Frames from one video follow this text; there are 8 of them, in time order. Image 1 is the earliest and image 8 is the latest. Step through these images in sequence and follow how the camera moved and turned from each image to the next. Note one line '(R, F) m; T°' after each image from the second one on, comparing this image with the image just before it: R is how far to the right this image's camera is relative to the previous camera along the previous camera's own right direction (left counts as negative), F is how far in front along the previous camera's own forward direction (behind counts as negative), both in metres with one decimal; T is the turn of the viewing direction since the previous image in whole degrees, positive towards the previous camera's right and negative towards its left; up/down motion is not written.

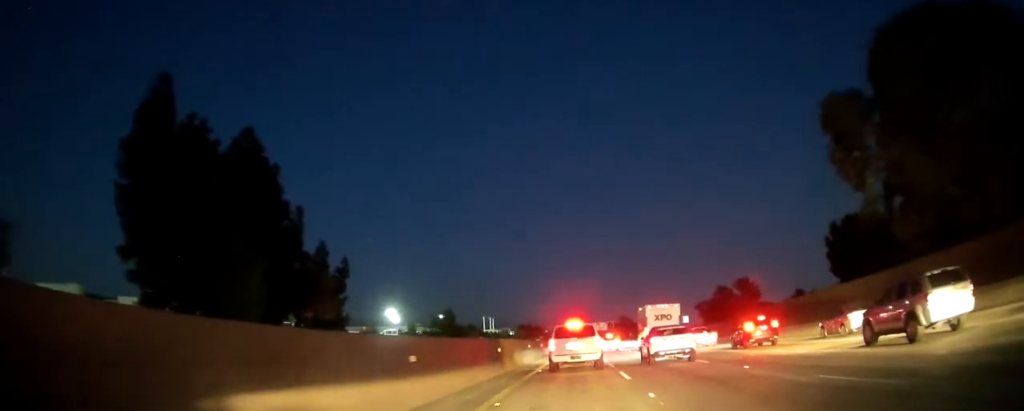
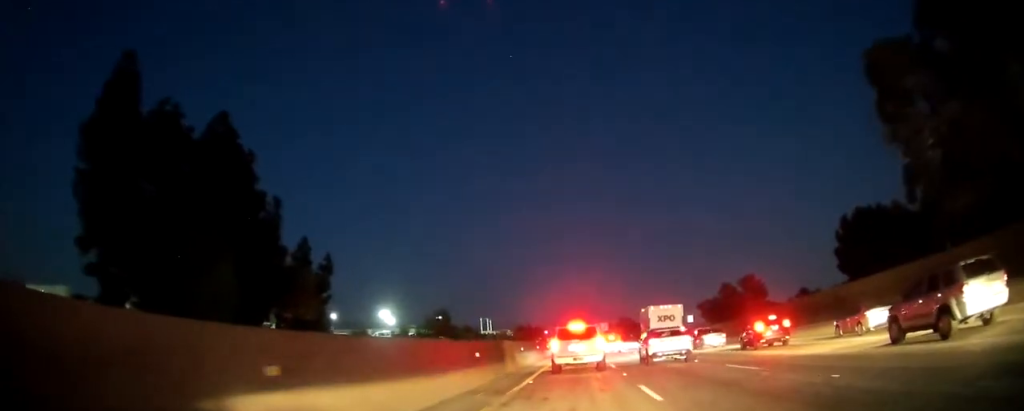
(0.0, +7.0) m; 0°
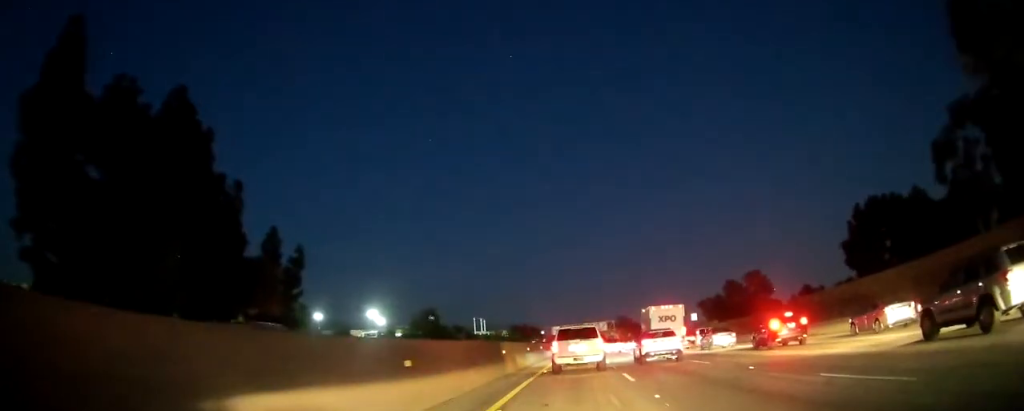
(0.0, +8.9) m; 0°
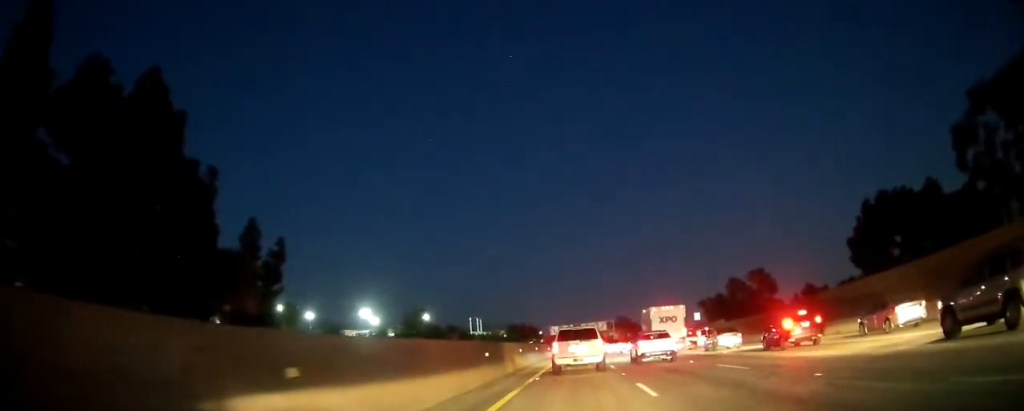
(0.0, +5.8) m; 0°
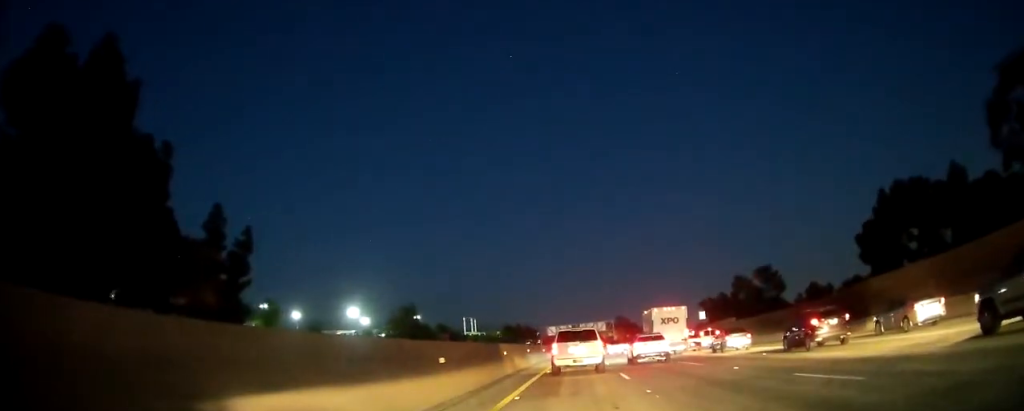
(0.0, +8.1) m; 0°
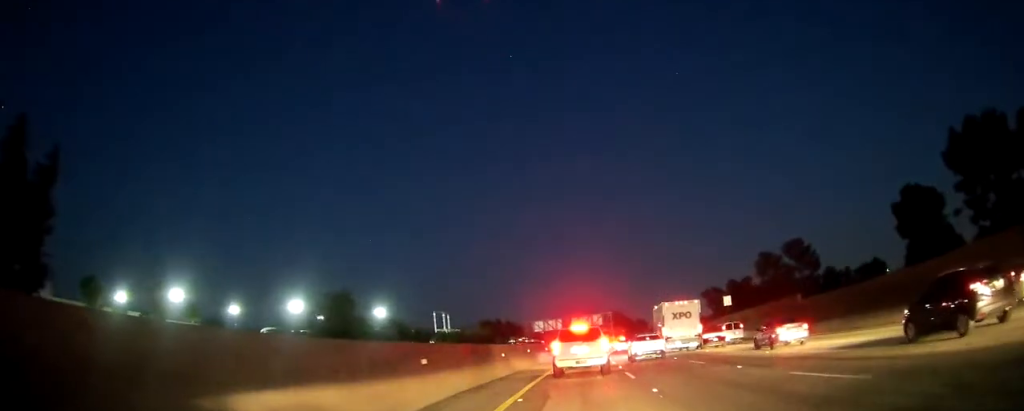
(+0.4, +27.9) m; 0°
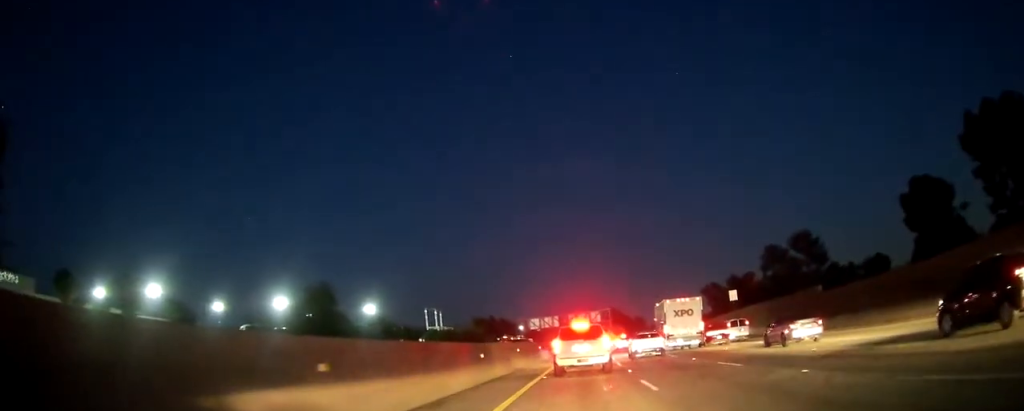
(0.0, +5.8) m; 0°
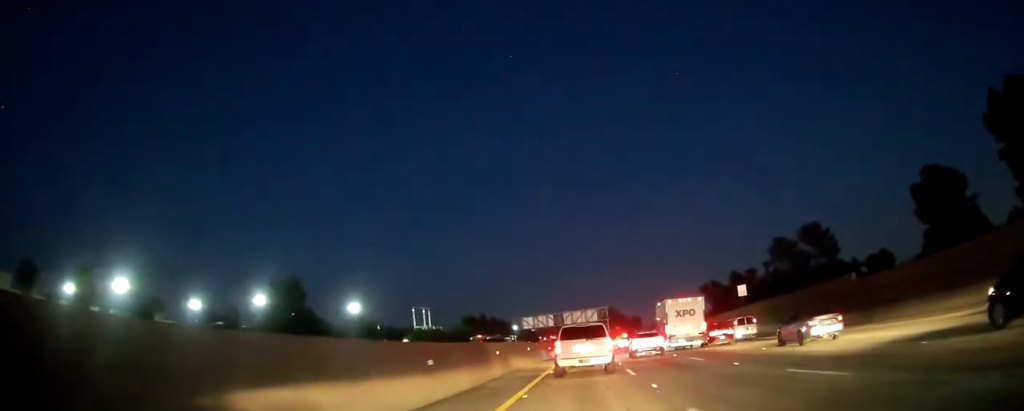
(0.0, +8.3) m; +1°
